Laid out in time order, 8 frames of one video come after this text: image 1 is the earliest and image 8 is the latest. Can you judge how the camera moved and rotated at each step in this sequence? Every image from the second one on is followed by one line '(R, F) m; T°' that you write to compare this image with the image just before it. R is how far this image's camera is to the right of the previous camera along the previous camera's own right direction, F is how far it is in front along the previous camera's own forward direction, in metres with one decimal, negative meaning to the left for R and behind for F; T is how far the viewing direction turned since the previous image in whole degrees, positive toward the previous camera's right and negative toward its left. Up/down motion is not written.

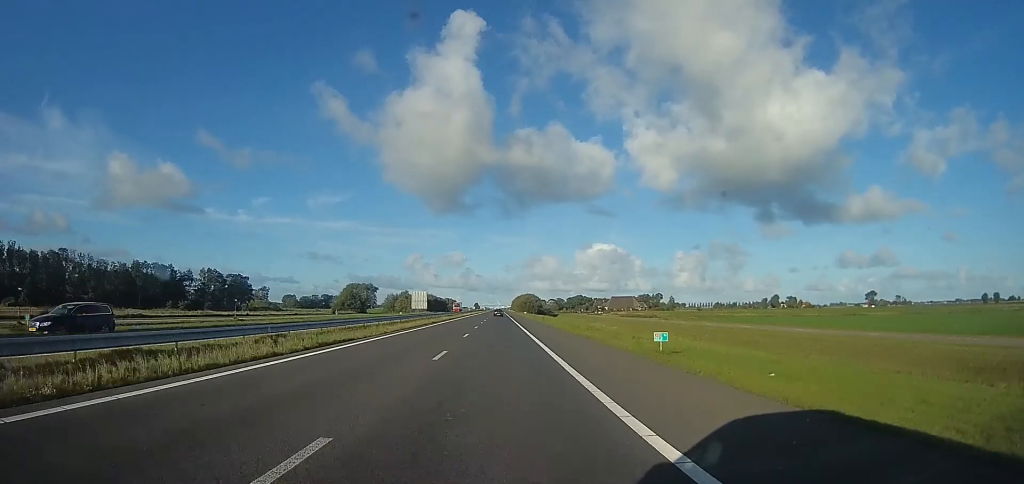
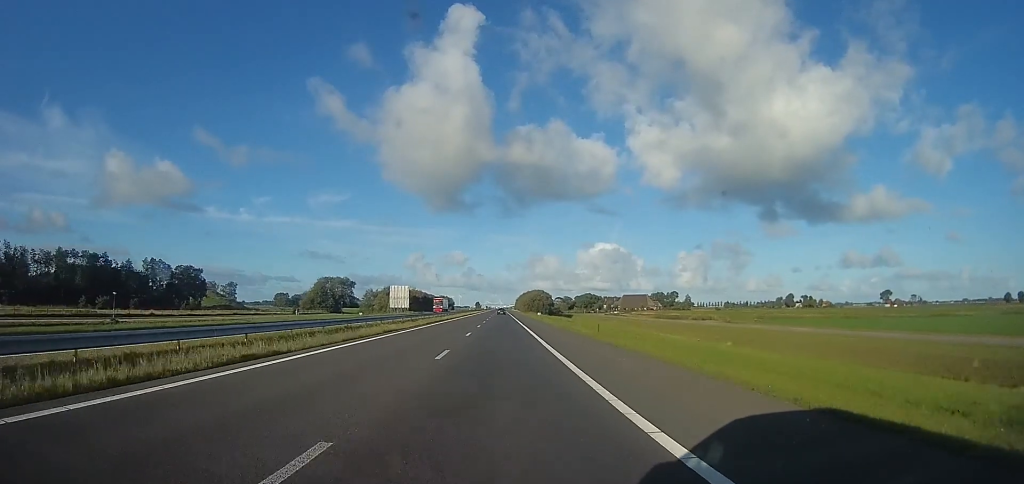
(+0.9, +36.0) m; -2°
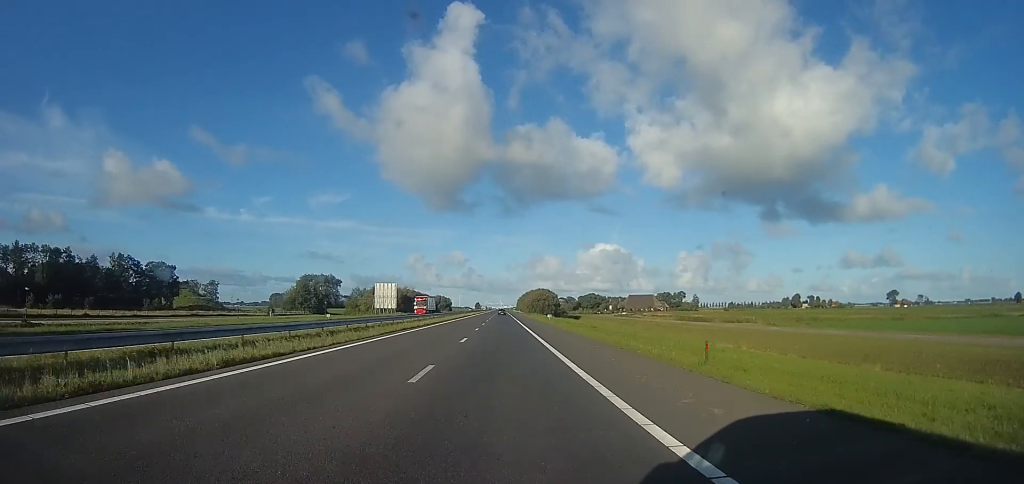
(-0.6, +16.2) m; -2°
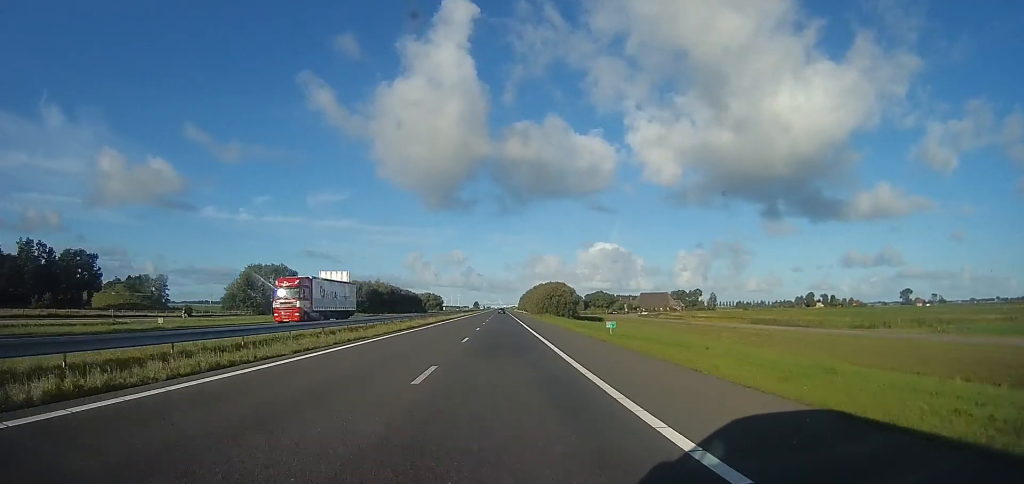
(+0.1, +36.0) m; 0°
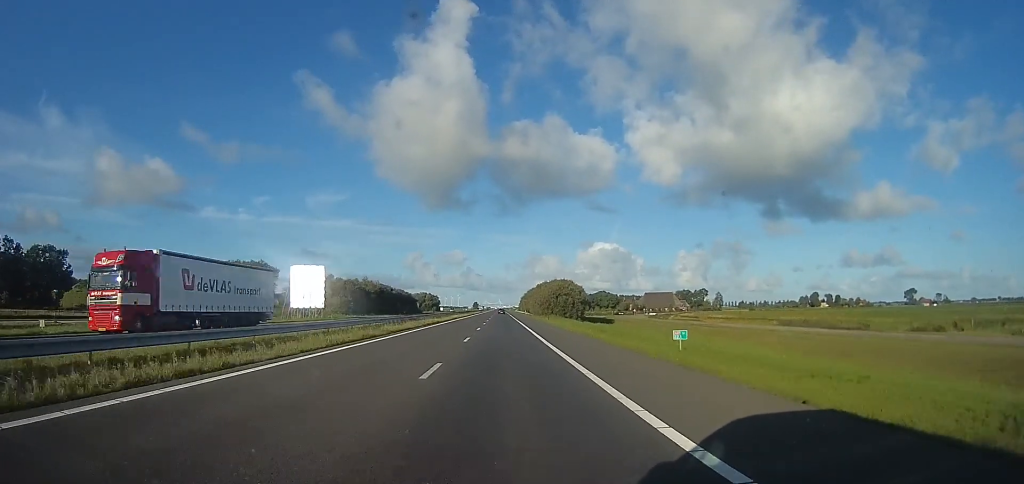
(-0.1, +11.2) m; 0°
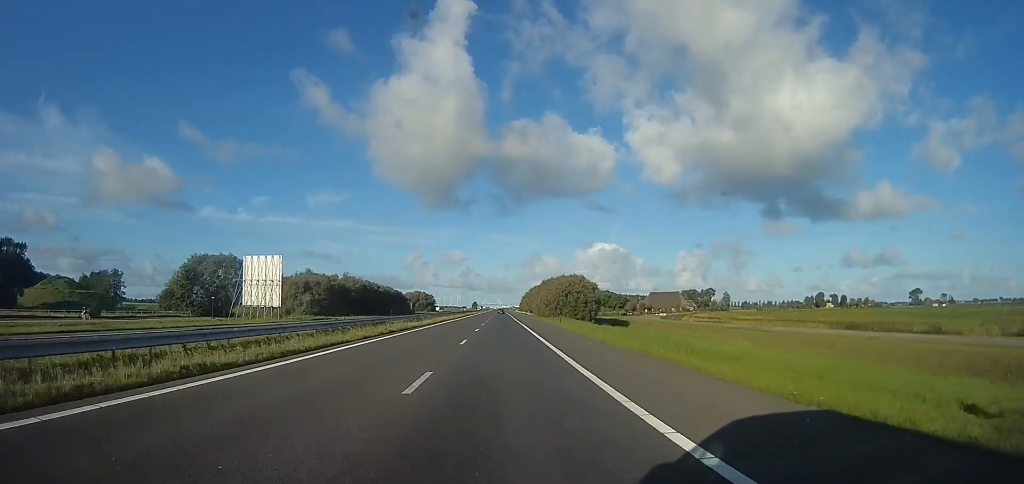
(+0.1, +13.8) m; 0°
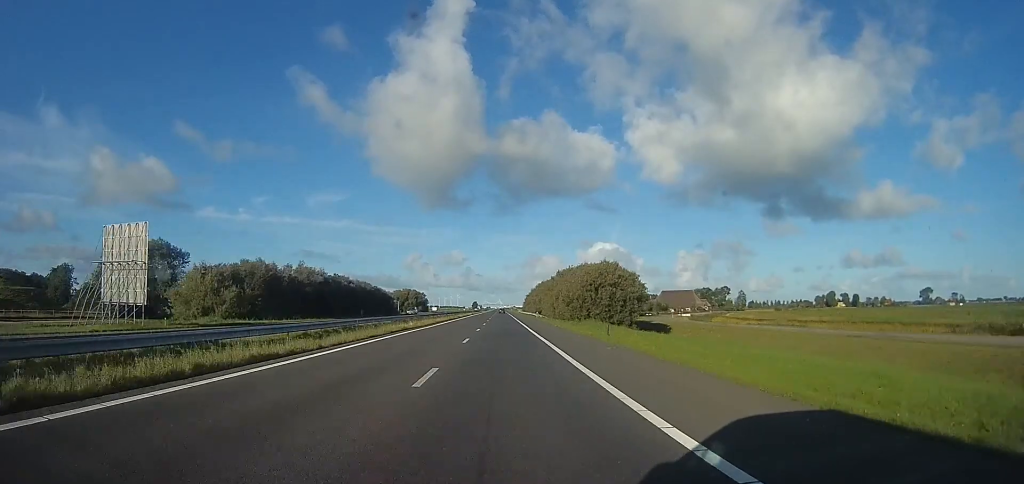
(+0.1, +23.3) m; 0°
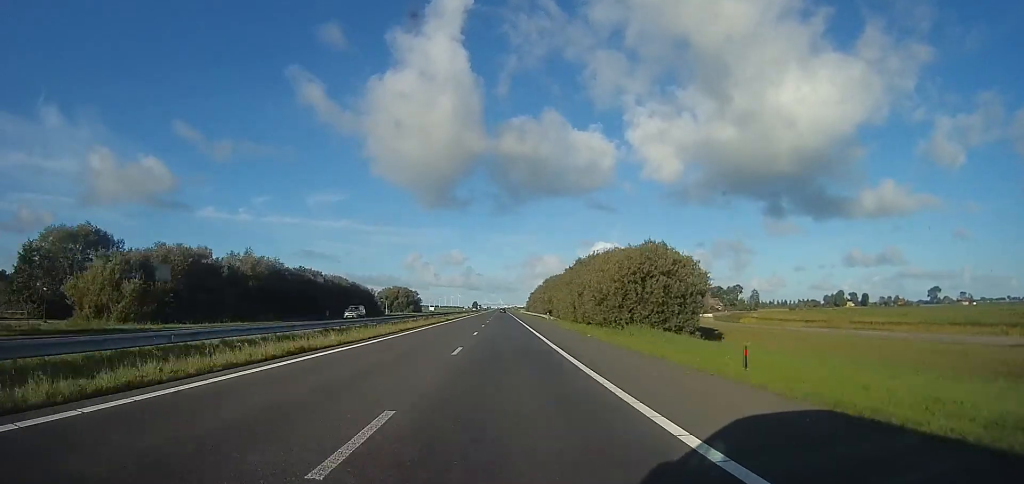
(0.0, +17.3) m; 0°
